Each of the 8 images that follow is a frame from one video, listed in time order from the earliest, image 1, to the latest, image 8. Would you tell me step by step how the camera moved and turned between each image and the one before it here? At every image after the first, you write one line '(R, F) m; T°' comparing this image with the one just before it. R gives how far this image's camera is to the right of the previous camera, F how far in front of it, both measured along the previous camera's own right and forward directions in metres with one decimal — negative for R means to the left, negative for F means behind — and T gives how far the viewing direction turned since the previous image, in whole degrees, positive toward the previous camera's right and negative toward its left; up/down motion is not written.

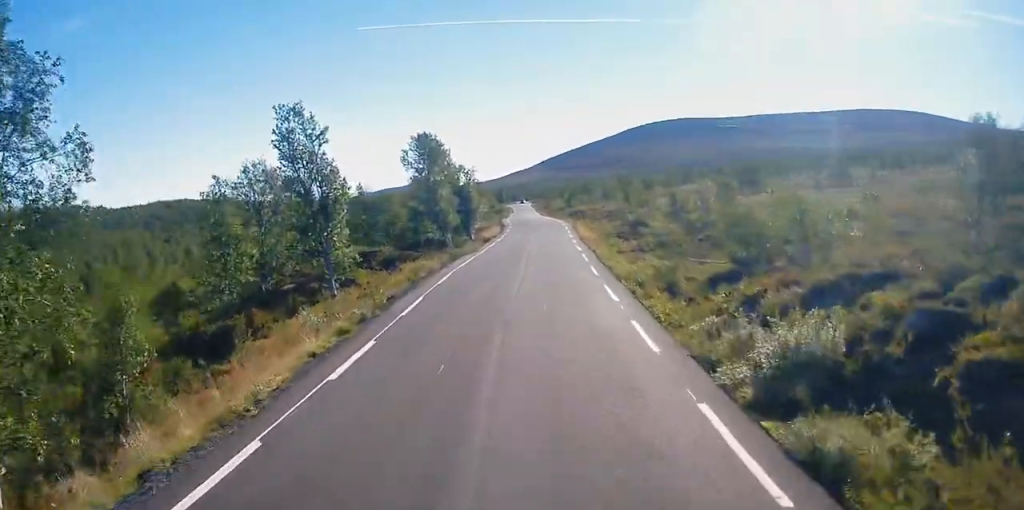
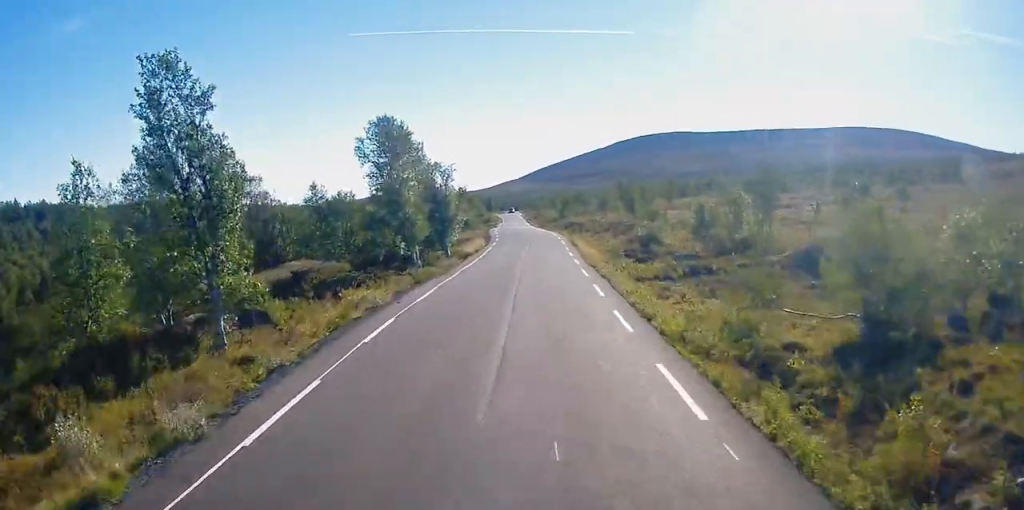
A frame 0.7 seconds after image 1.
(0.0, +9.3) m; +2°
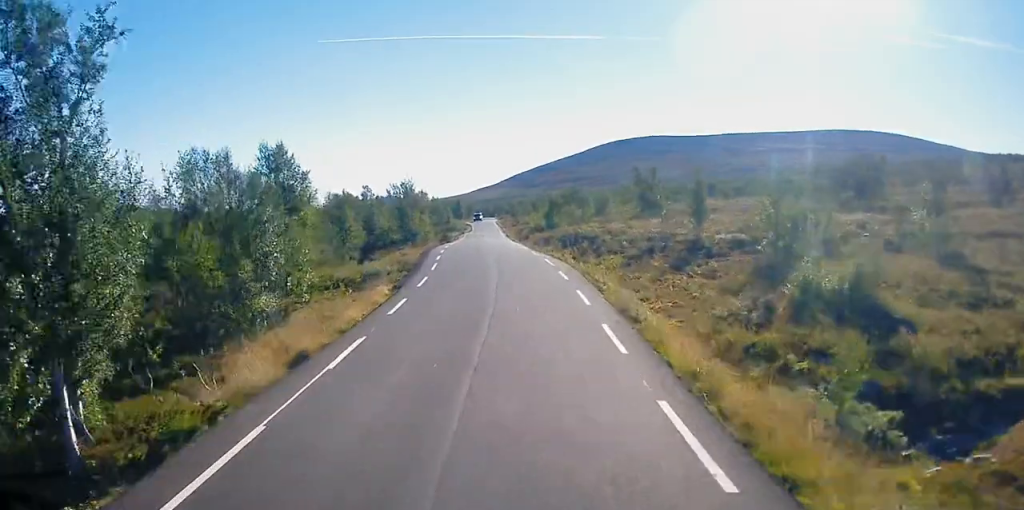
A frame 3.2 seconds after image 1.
(+1.0, +32.0) m; +2°
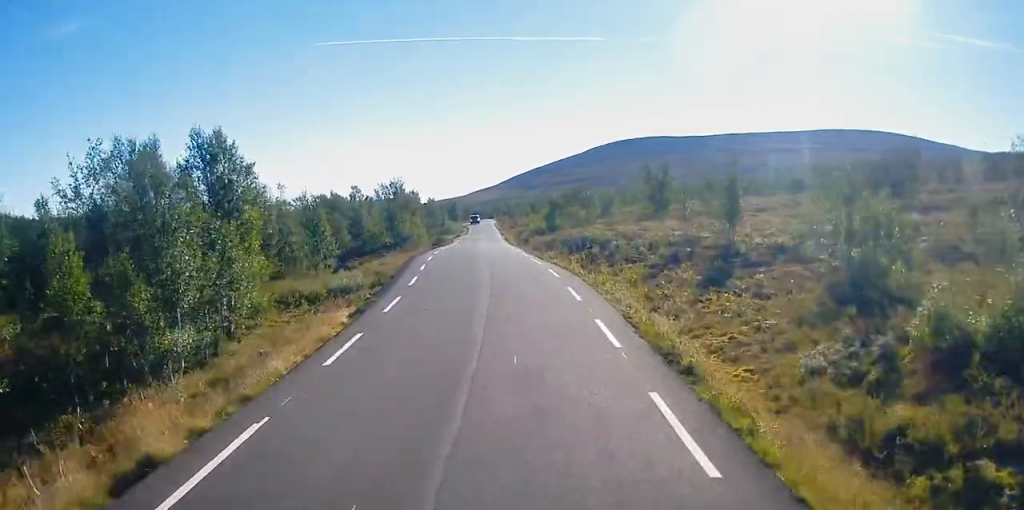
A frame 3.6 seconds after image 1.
(0.0, +5.6) m; 0°
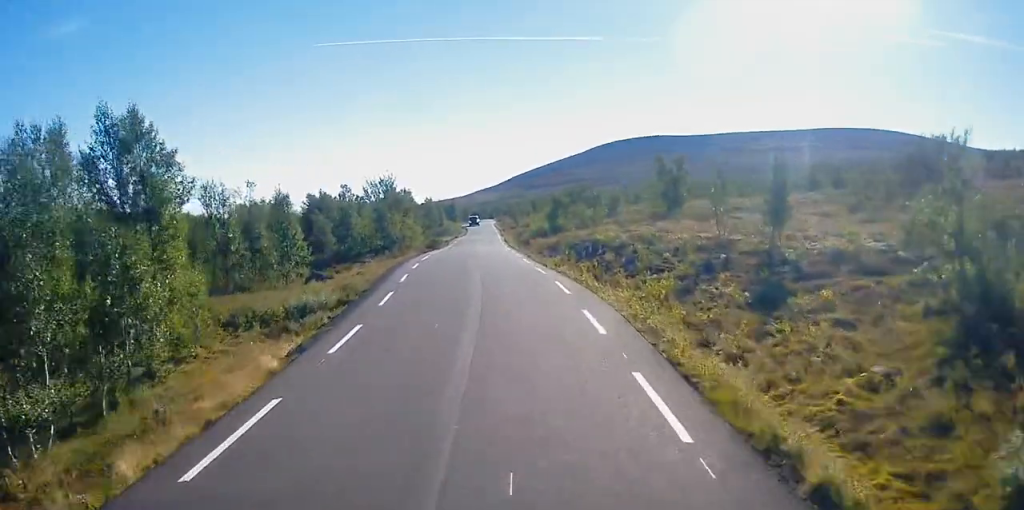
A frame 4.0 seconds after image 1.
(0.0, +5.0) m; -1°
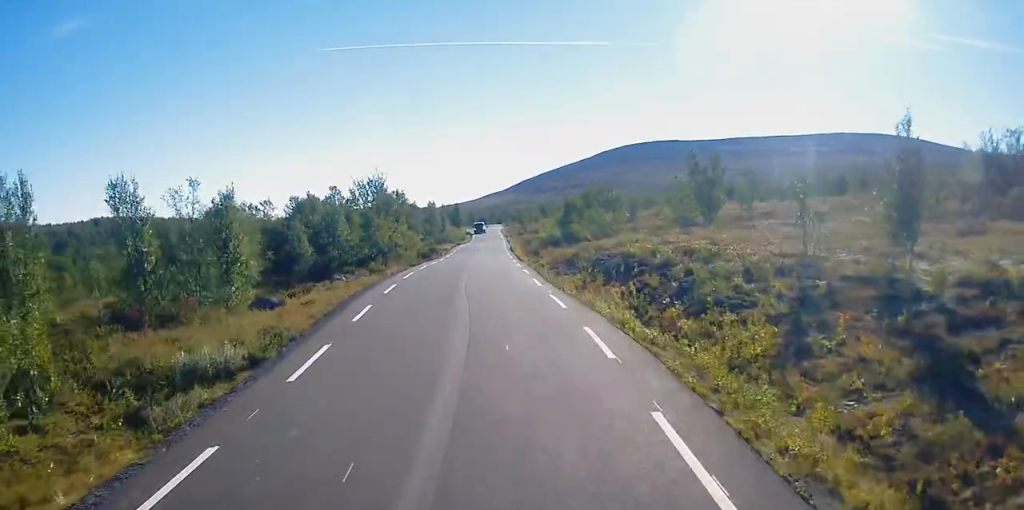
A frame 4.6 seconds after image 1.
(+0.1, +7.8) m; -2°
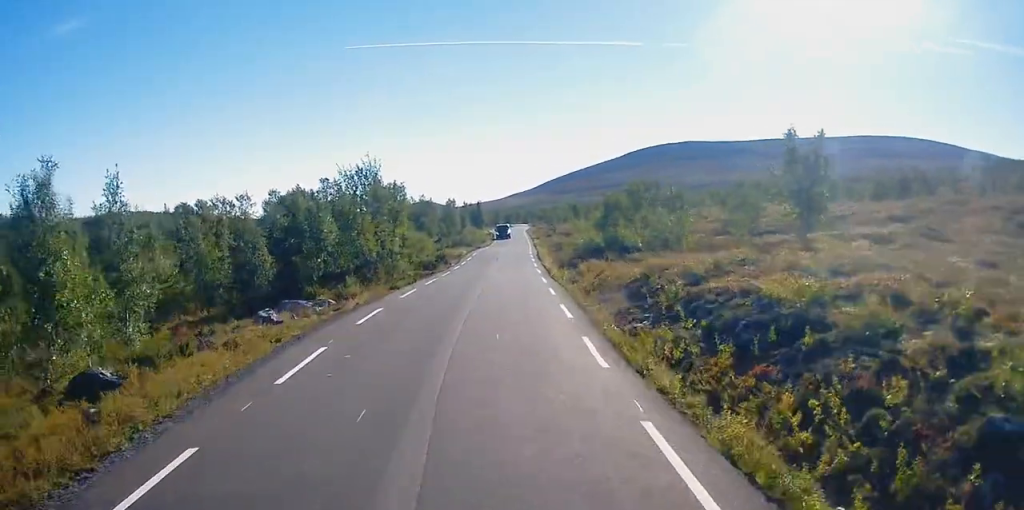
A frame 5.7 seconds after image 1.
(-0.5, +11.8) m; -2°
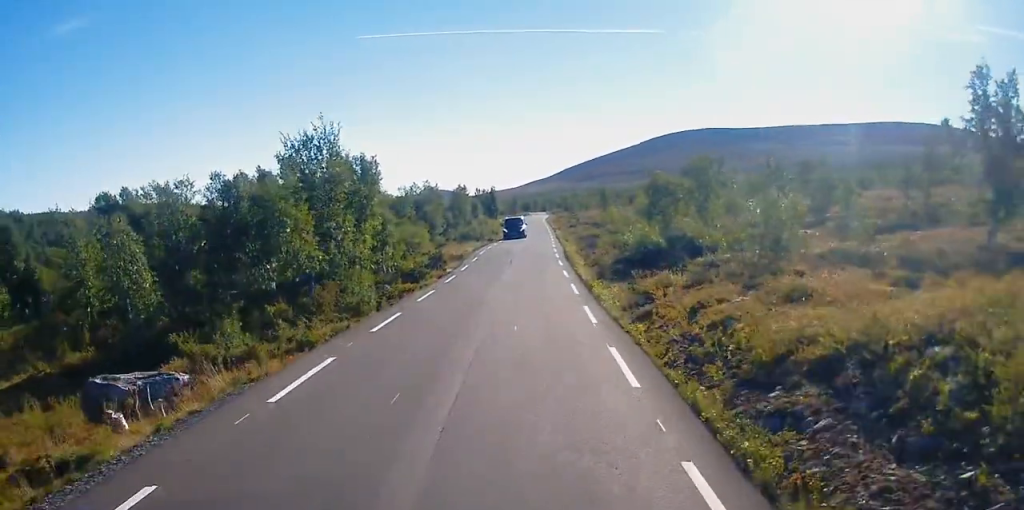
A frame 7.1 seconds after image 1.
(0.0, +12.9) m; +2°
